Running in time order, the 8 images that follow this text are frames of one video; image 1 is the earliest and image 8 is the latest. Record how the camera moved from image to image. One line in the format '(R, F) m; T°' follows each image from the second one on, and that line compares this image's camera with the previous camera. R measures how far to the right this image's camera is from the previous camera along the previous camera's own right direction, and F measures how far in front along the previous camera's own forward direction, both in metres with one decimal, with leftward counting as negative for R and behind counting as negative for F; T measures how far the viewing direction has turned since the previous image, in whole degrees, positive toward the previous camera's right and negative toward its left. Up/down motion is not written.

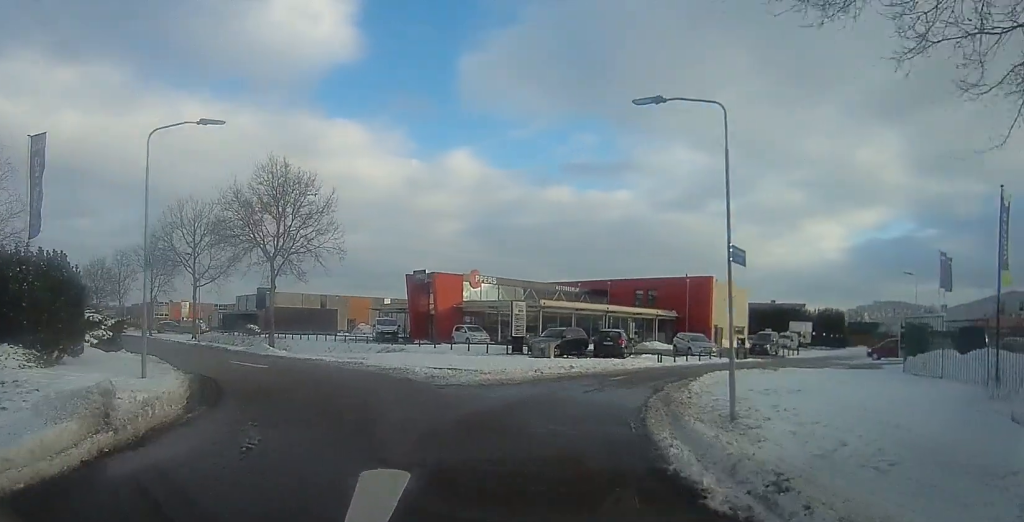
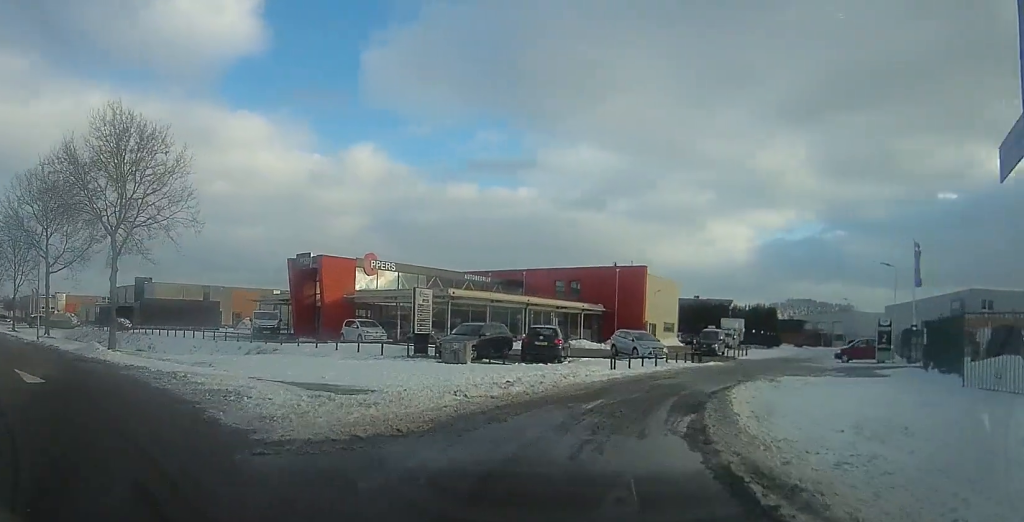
(+0.5, +7.6) m; +3°
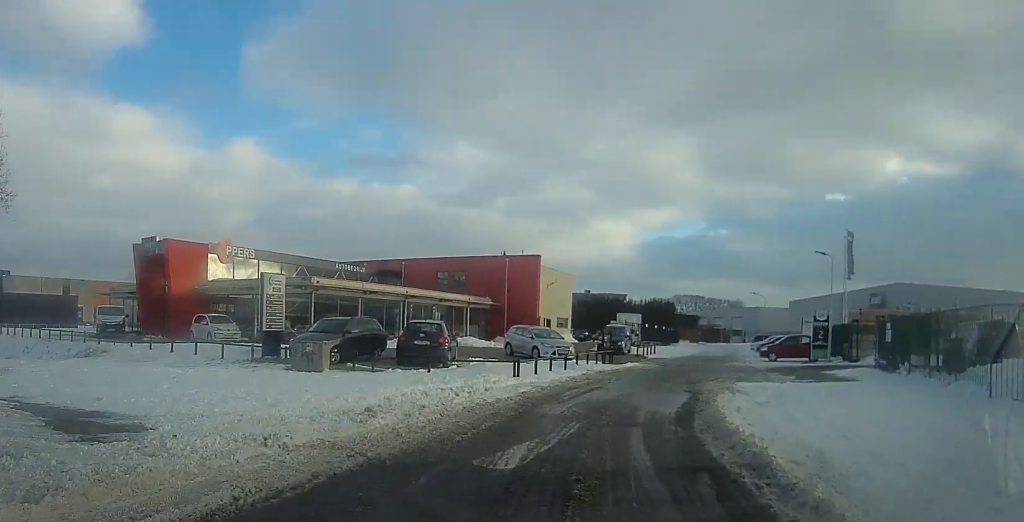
(0.0, +5.2) m; +4°
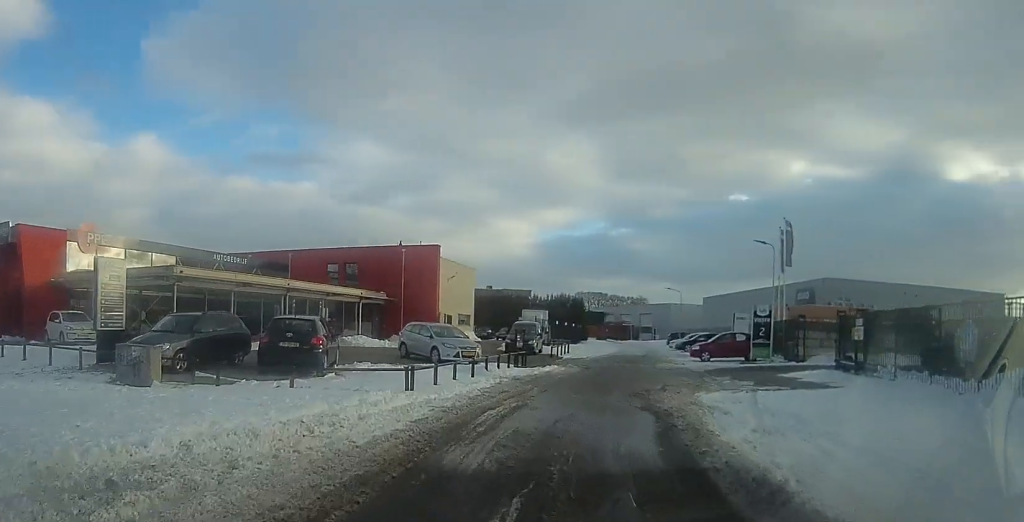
(+0.1, +4.2) m; +9°
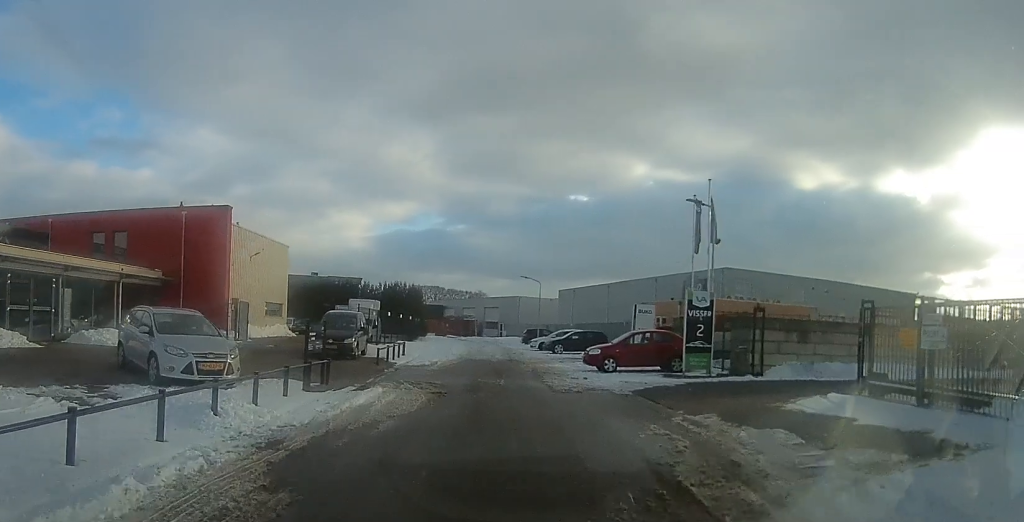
(+3.5, +10.1) m; +25°
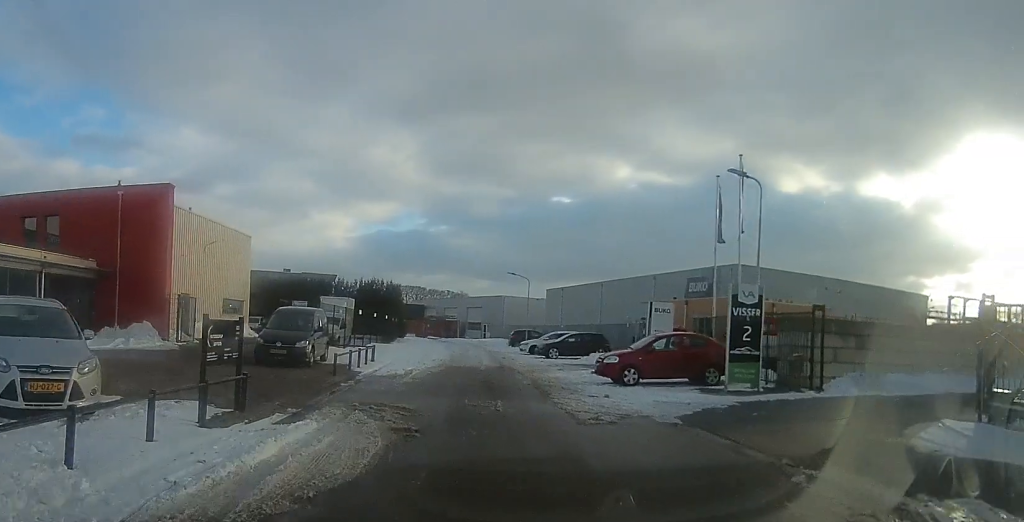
(-0.5, +4.5) m; -5°
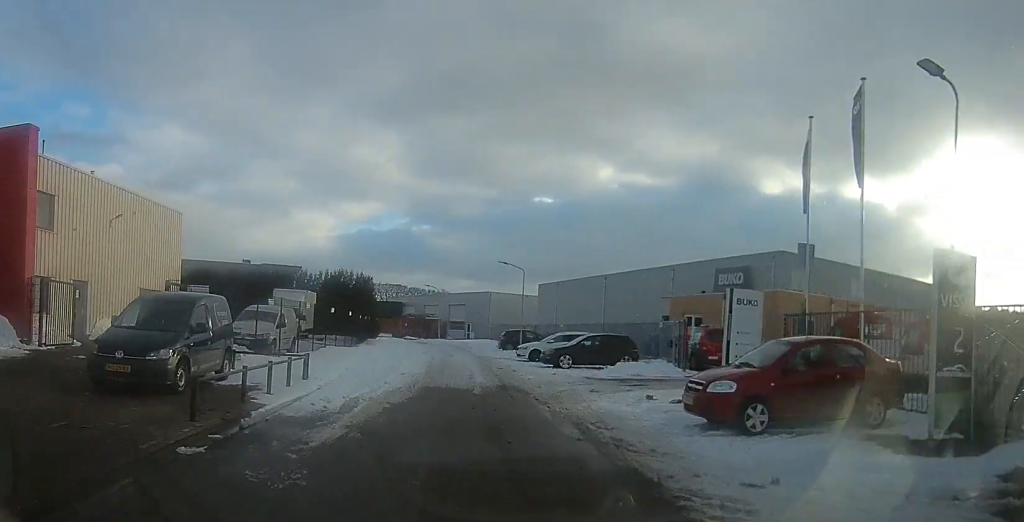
(+0.1, +7.8) m; +4°
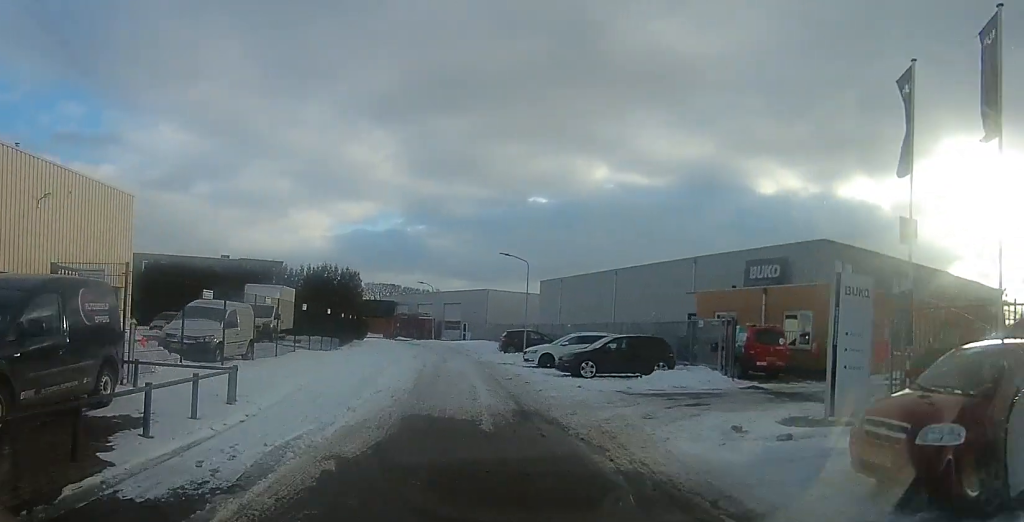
(0.0, +4.5) m; +5°
